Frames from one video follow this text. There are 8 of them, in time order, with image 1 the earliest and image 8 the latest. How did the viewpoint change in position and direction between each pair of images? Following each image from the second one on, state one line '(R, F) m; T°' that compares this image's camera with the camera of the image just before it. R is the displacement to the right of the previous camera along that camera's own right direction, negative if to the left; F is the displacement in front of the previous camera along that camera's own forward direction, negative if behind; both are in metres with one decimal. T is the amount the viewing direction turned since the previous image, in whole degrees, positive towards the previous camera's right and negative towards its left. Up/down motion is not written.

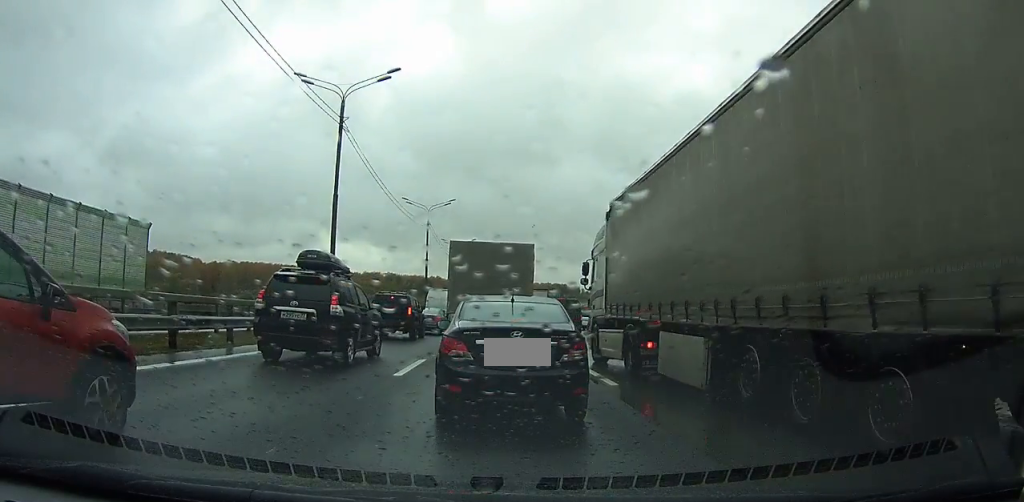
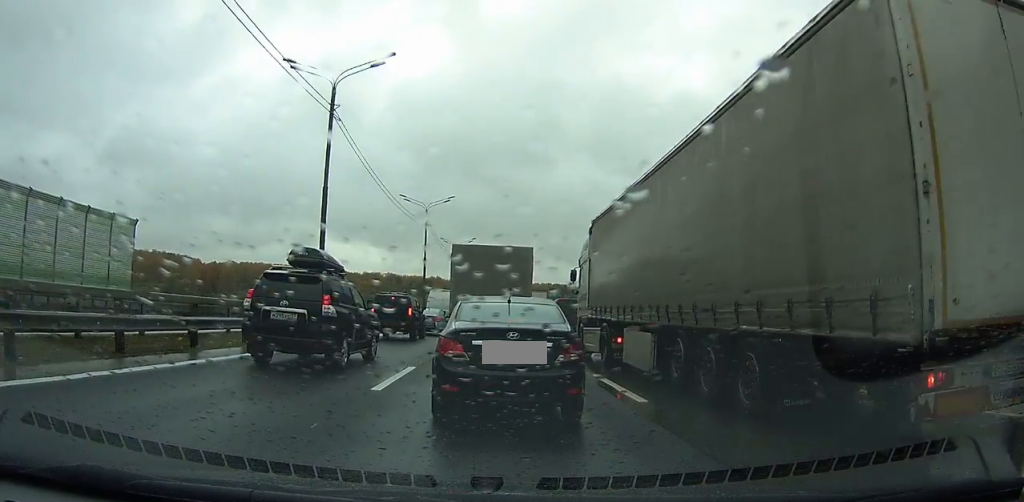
(0.0, +2.2) m; 0°
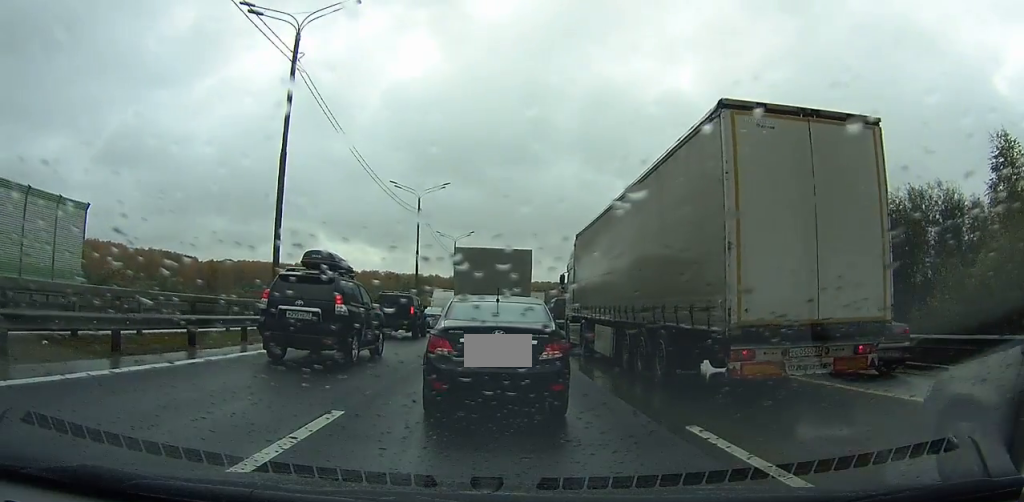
(0.0, +6.2) m; -2°
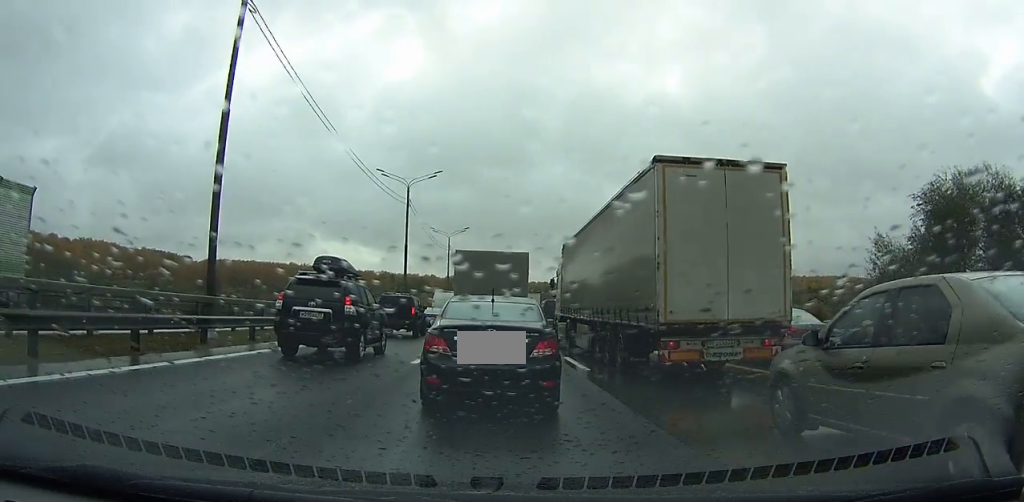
(-0.1, +5.3) m; -1°
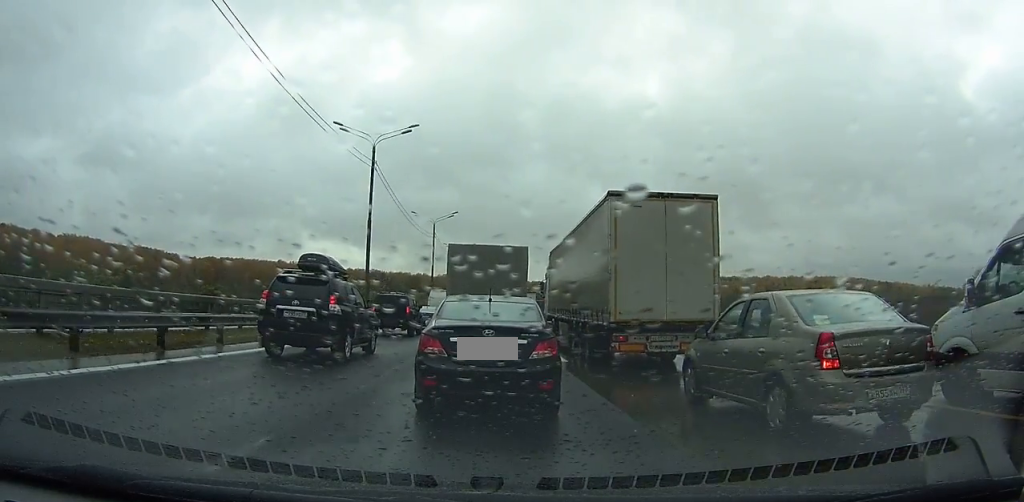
(+0.2, +11.4) m; +3°
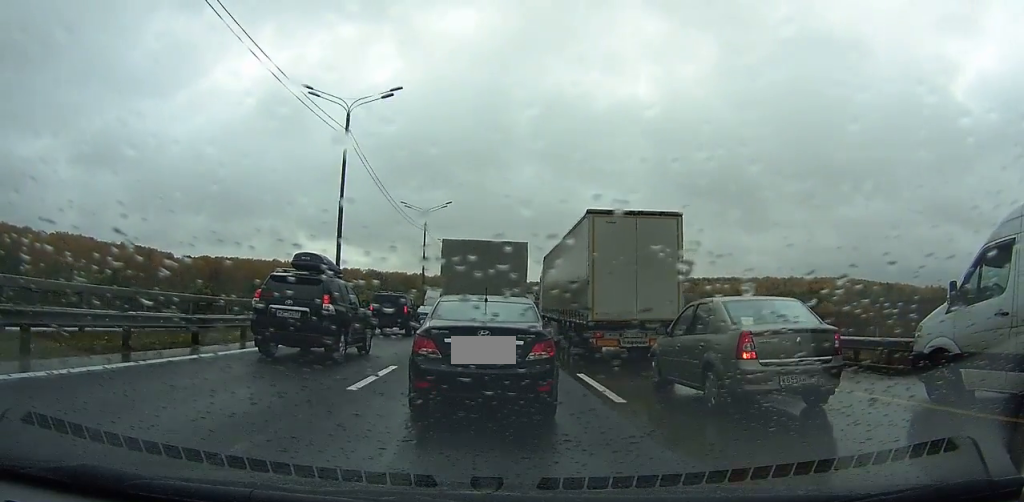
(+0.1, +6.1) m; +1°
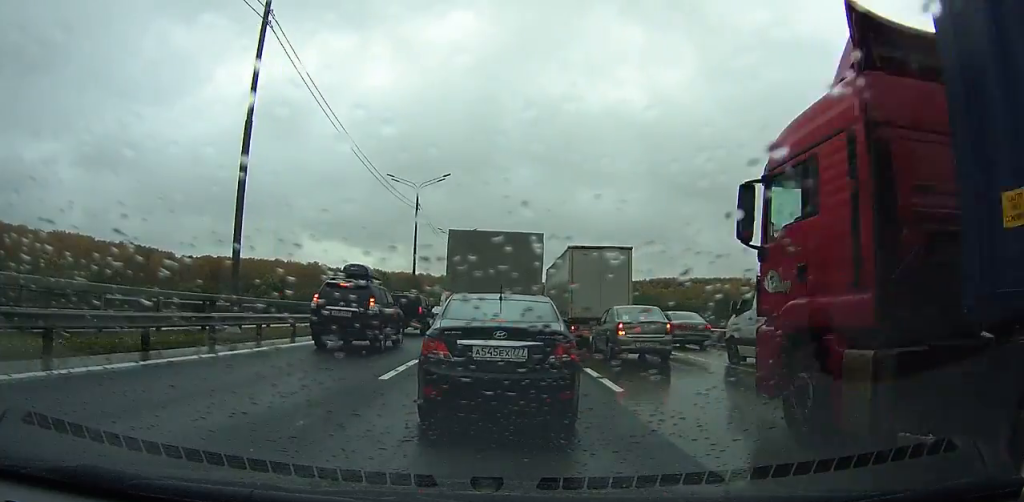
(-0.1, +14.4) m; +1°
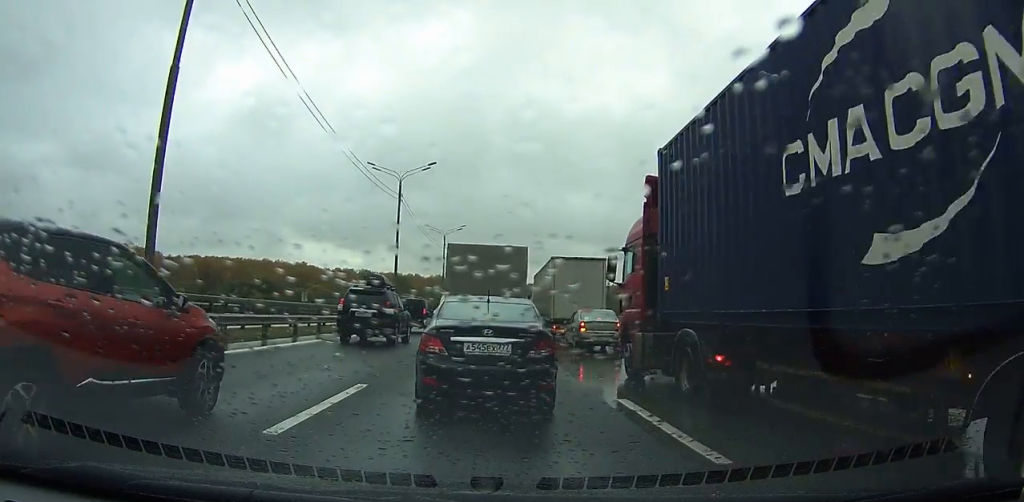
(+0.2, +6.7) m; +4°
